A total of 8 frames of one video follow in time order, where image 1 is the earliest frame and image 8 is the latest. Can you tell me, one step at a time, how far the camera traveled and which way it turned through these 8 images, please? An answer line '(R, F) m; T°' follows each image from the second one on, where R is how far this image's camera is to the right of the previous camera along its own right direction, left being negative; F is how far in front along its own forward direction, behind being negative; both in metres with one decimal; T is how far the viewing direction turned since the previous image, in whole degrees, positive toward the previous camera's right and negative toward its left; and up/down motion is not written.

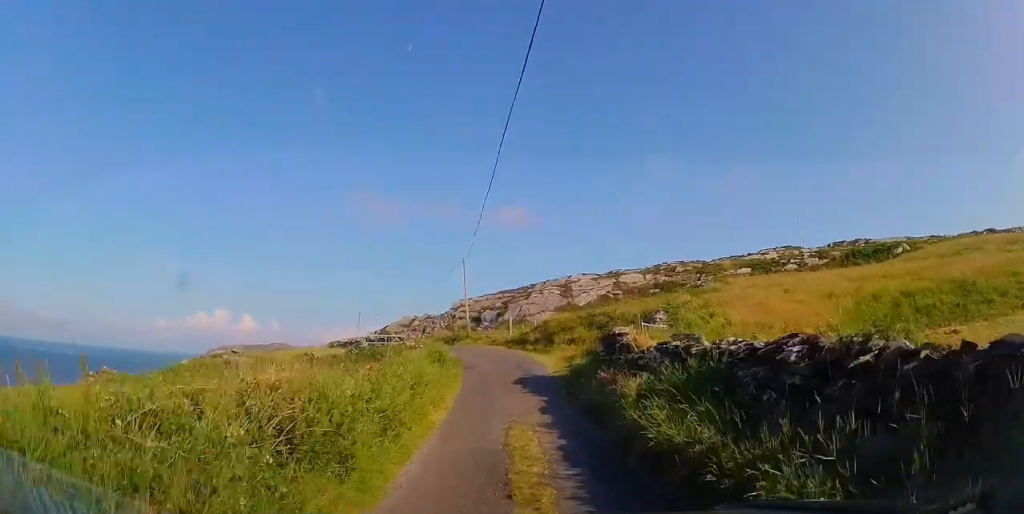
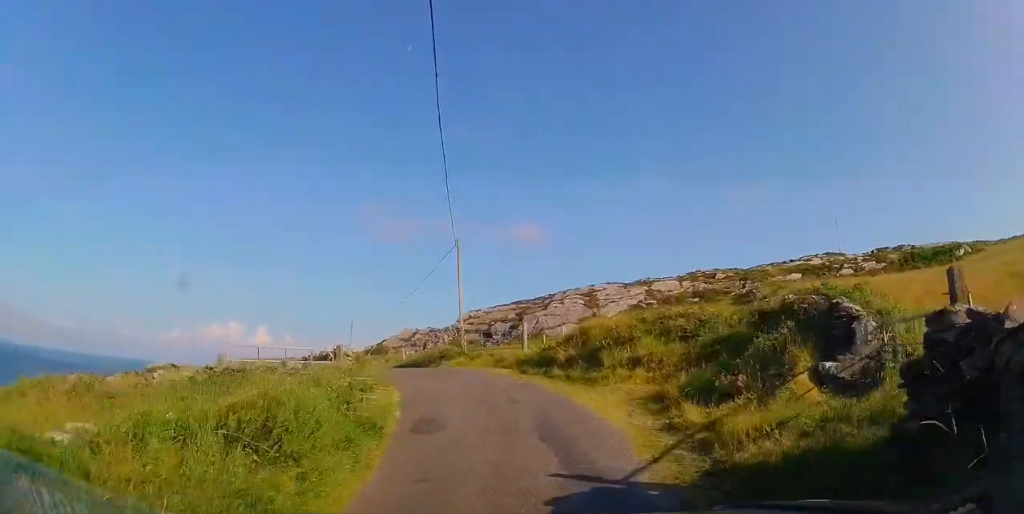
(-0.4, +11.5) m; -3°
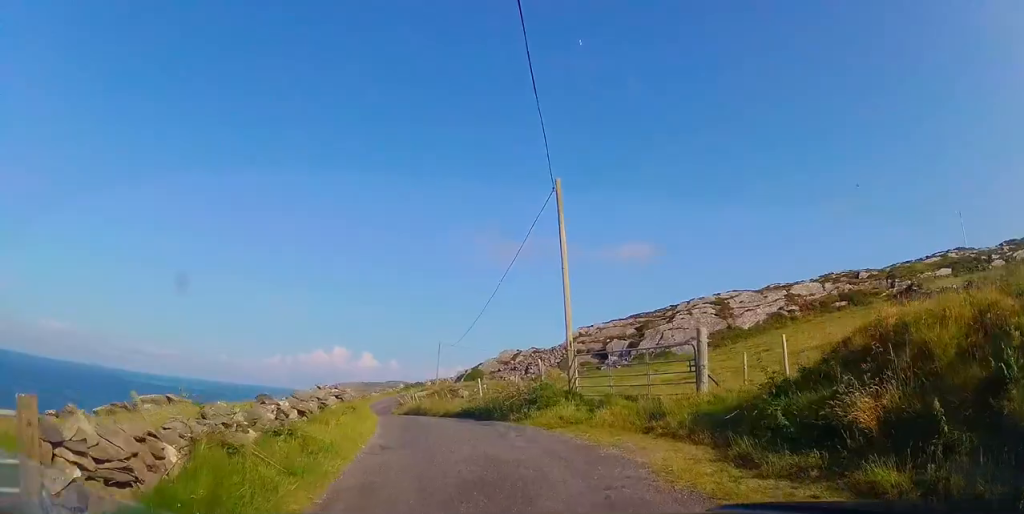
(-0.4, +12.0) m; -6°
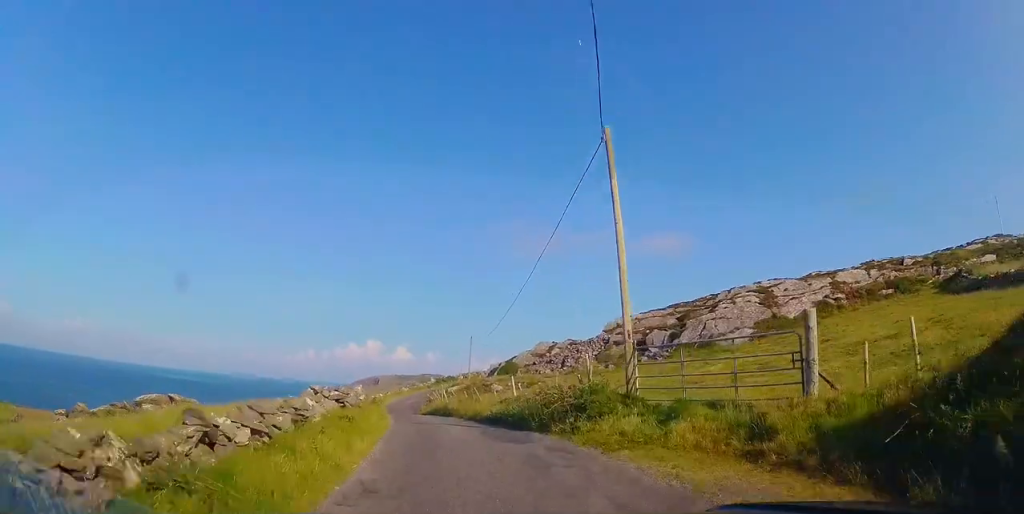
(-0.1, +3.1) m; -5°
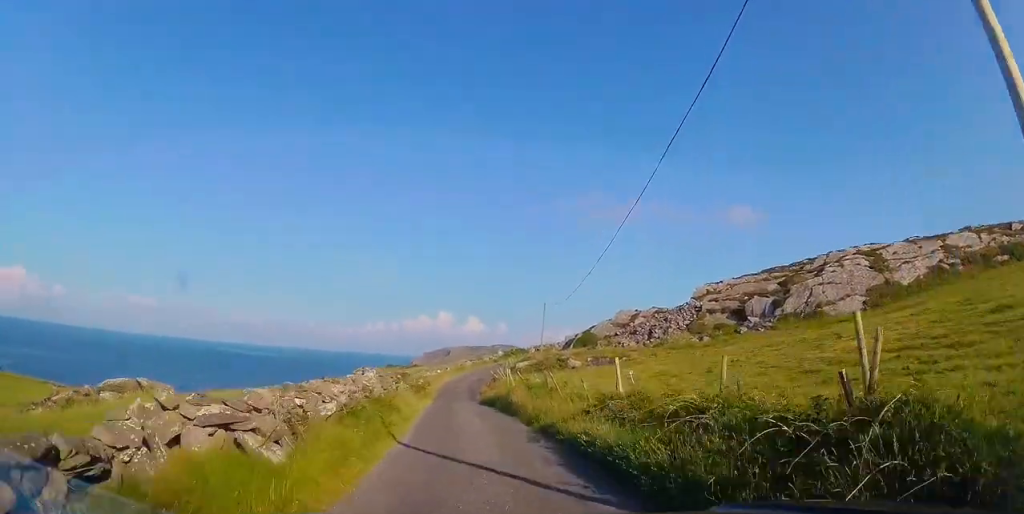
(-0.8, +8.2) m; -10°
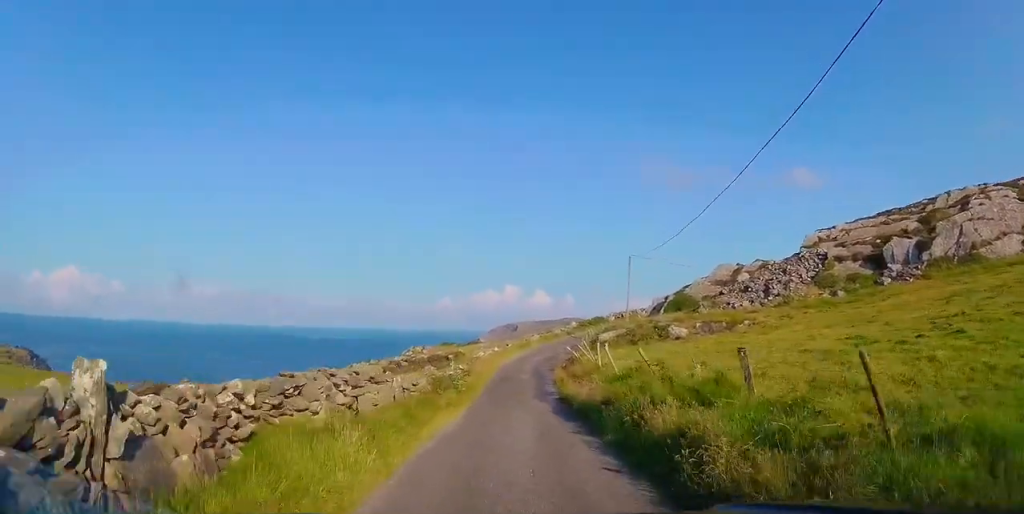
(-0.5, +12.5) m; -5°
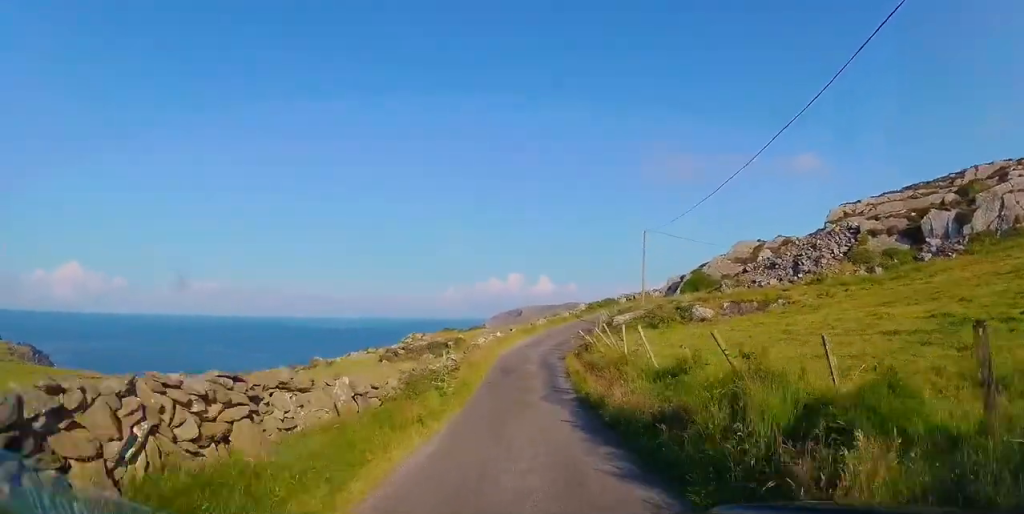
(-0.3, +3.9) m; -2°
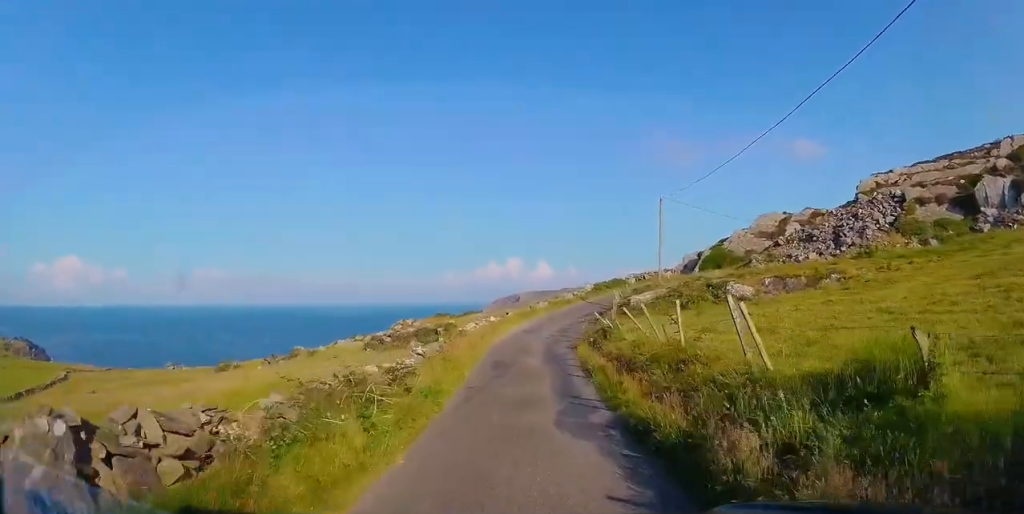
(-0.3, +5.4) m; -3°
